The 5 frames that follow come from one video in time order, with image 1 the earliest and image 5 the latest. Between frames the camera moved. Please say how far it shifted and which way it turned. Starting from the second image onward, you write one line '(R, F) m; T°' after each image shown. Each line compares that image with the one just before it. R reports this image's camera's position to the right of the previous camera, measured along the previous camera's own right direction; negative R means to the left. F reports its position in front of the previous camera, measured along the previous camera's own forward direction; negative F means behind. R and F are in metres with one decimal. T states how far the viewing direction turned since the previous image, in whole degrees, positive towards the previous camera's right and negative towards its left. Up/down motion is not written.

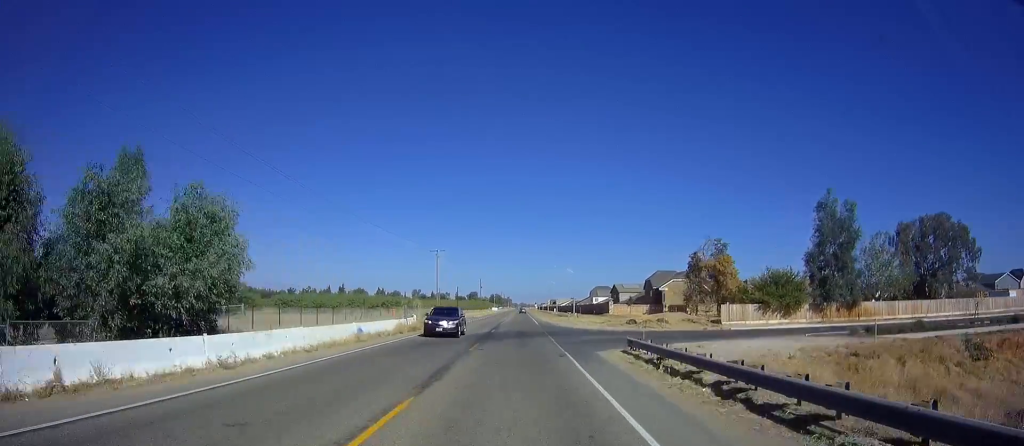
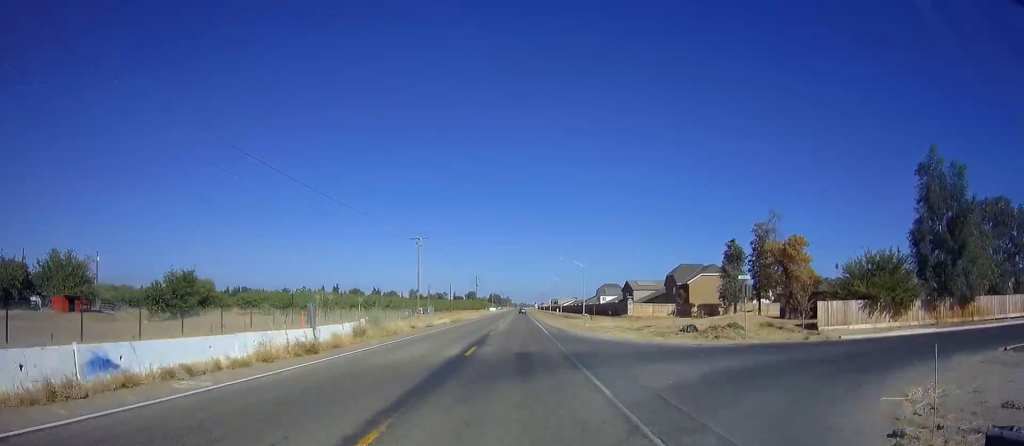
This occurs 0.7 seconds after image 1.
(+0.1, +16.8) m; 0°
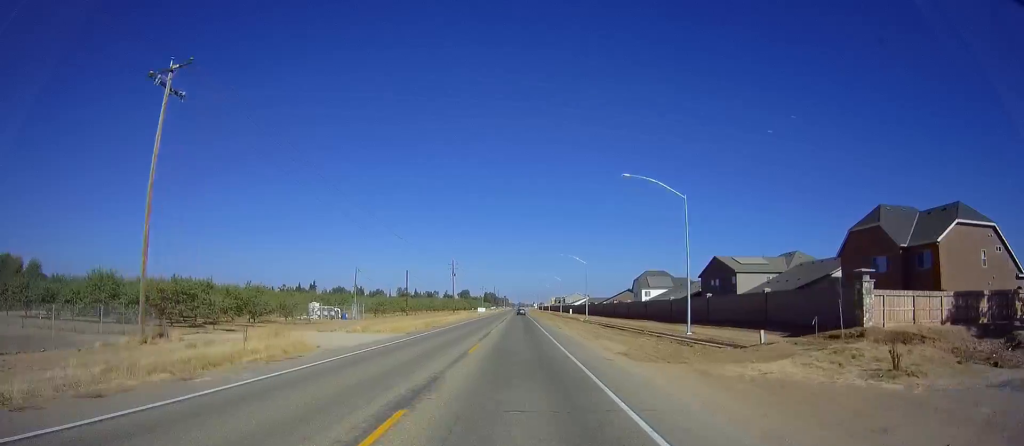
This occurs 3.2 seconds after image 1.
(-0.4, +57.3) m; -1°
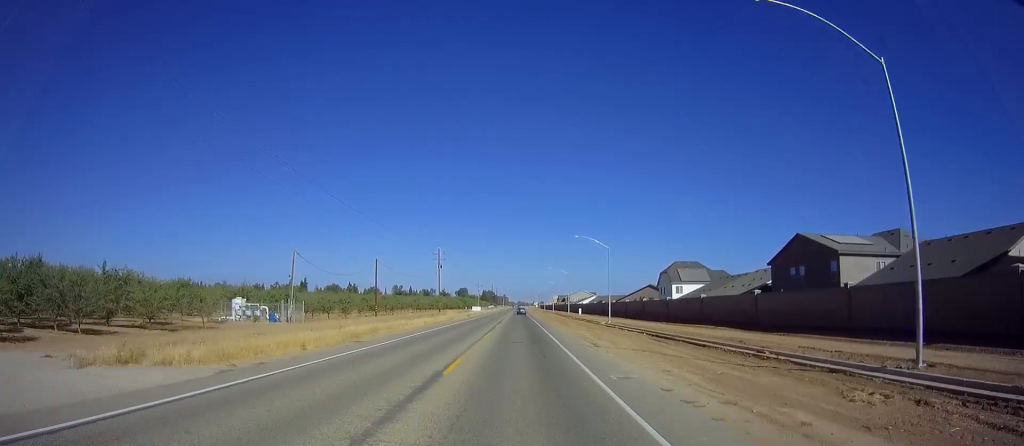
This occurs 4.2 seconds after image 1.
(0.0, +21.1) m; 0°
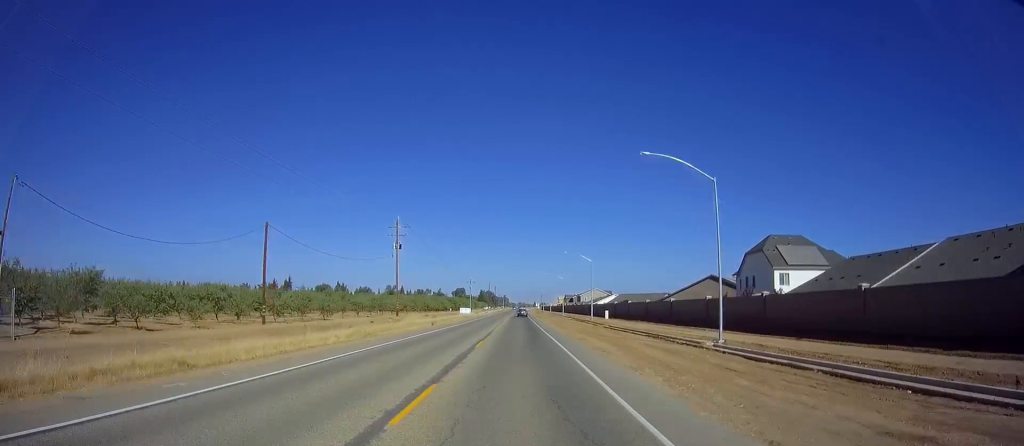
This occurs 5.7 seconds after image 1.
(0.0, +34.8) m; 0°
